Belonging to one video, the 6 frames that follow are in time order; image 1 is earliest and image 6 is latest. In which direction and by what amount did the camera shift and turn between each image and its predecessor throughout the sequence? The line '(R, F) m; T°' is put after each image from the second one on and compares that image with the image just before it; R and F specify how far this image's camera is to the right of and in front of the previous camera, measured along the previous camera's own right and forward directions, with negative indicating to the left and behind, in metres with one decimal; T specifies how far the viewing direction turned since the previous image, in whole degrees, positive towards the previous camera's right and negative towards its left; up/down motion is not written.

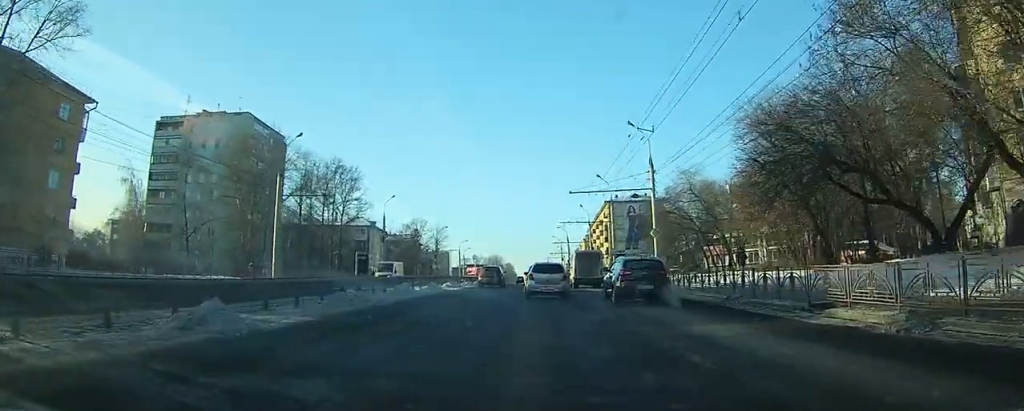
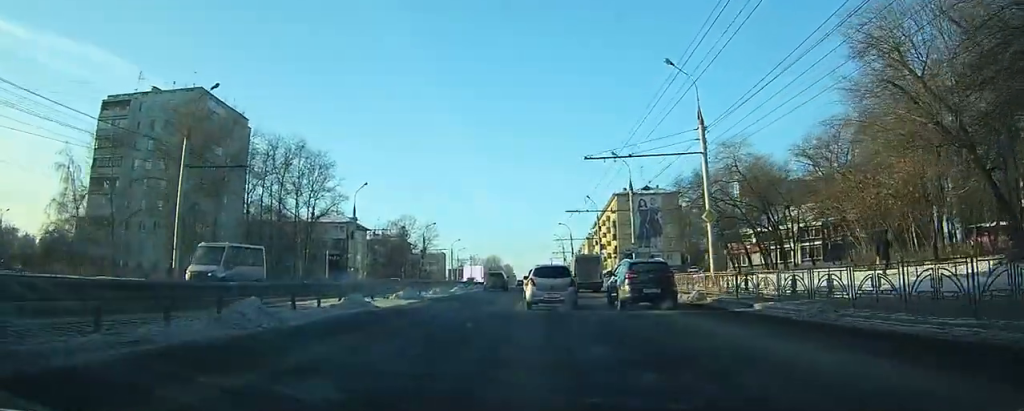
(-0.1, +13.0) m; 0°
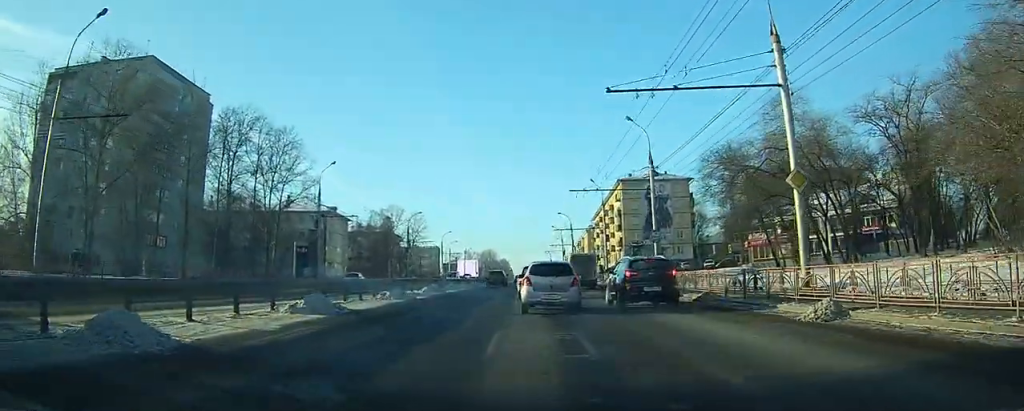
(0.0, +10.7) m; 0°
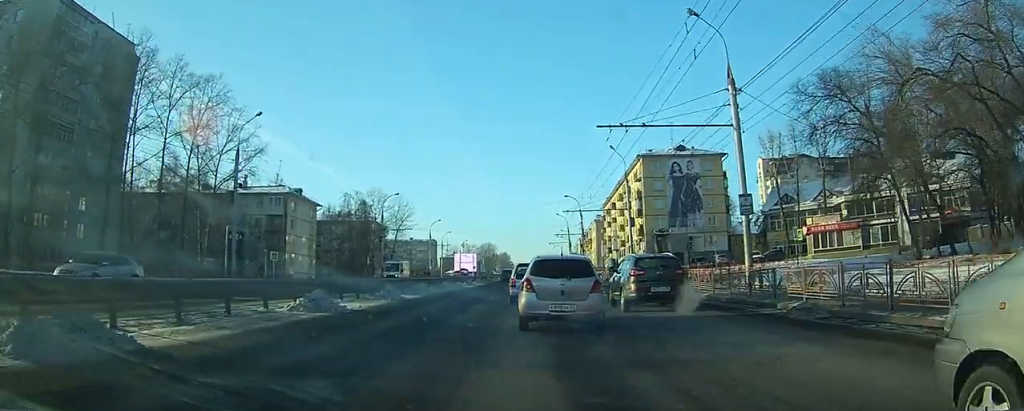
(+0.2, +22.4) m; 0°
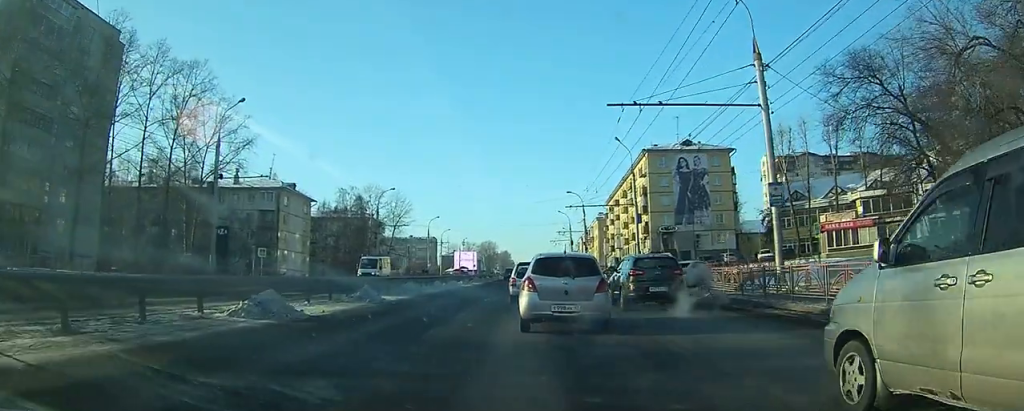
(0.0, +4.3) m; -1°
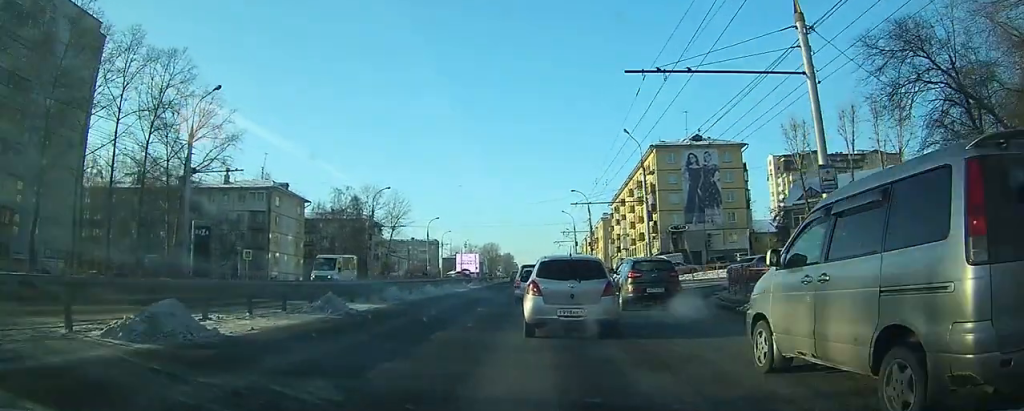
(-0.1, +4.8) m; -1°
